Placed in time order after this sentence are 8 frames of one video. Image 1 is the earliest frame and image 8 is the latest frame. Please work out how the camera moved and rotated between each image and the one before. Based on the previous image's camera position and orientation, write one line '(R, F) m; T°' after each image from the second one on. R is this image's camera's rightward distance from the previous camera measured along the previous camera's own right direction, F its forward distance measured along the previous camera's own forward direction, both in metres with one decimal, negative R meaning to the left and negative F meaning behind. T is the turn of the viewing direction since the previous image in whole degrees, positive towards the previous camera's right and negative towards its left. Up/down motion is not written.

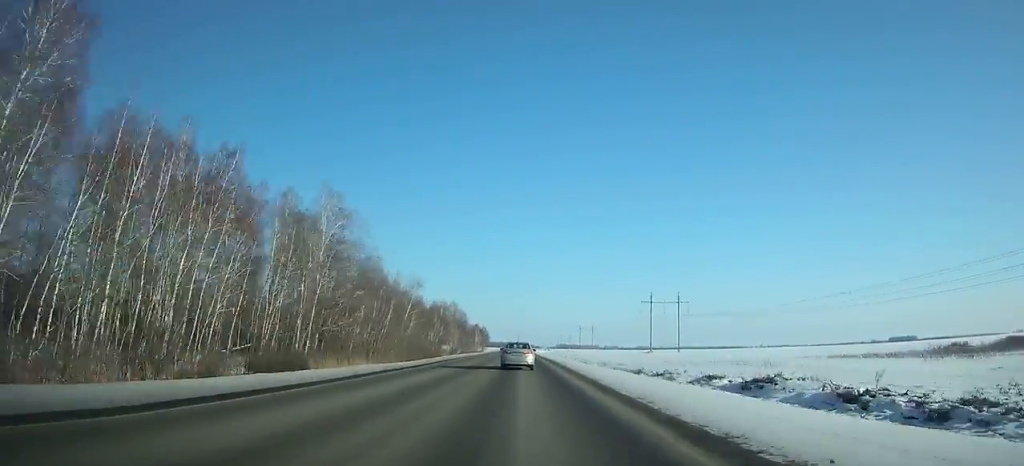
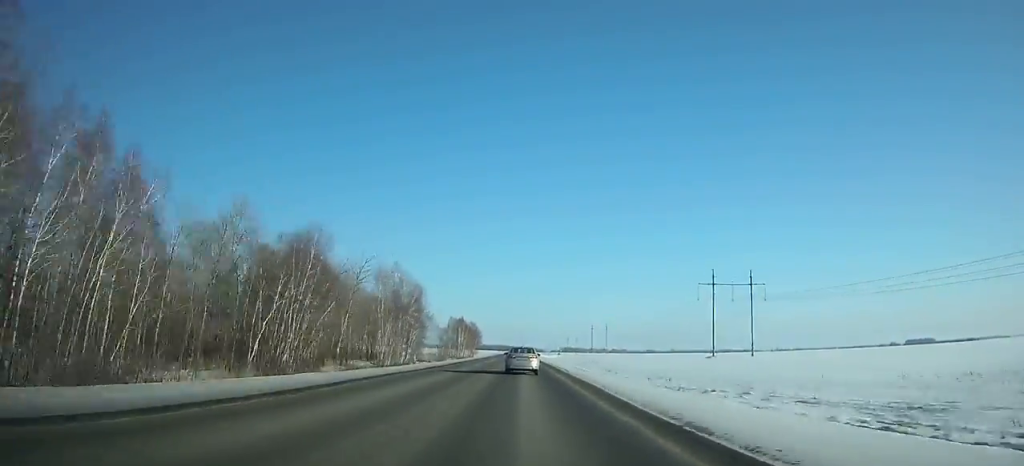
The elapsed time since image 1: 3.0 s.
(-0.4, +84.6) m; 0°
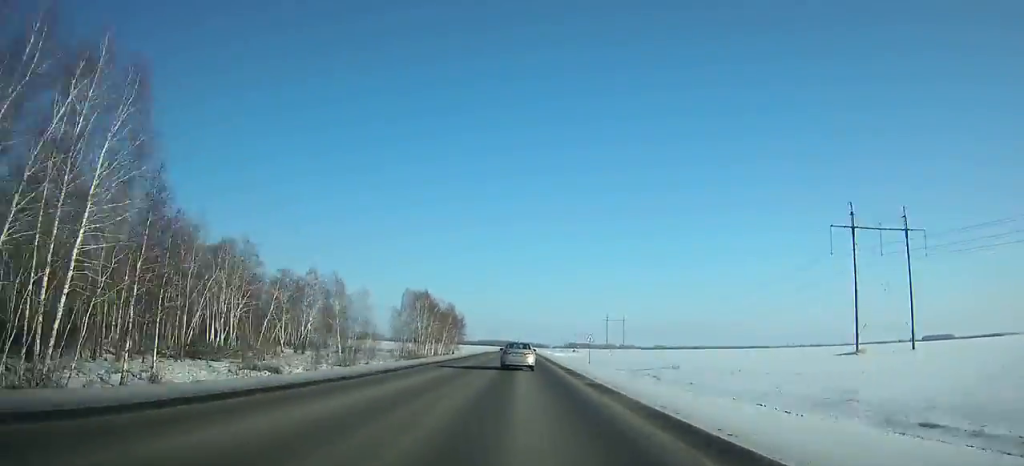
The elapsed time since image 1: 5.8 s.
(-0.2, +79.2) m; 0°
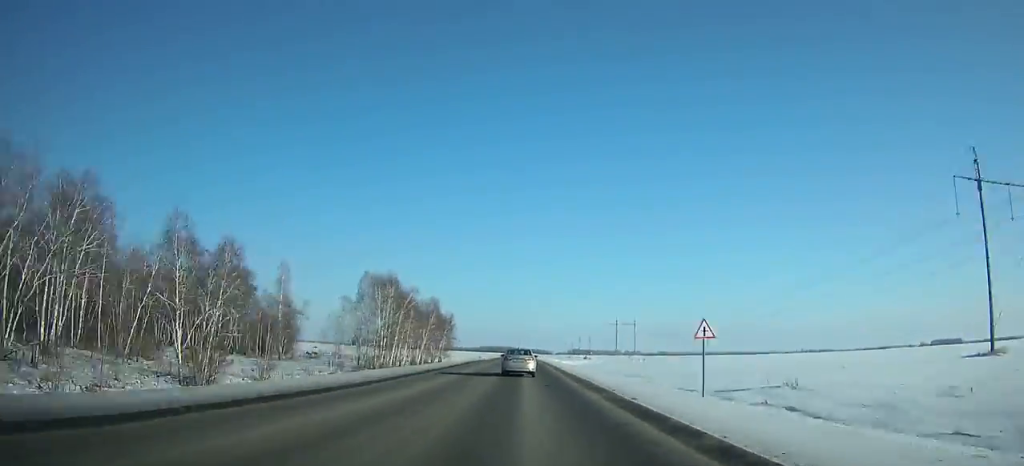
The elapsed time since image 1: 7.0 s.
(0.0, +33.9) m; 0°
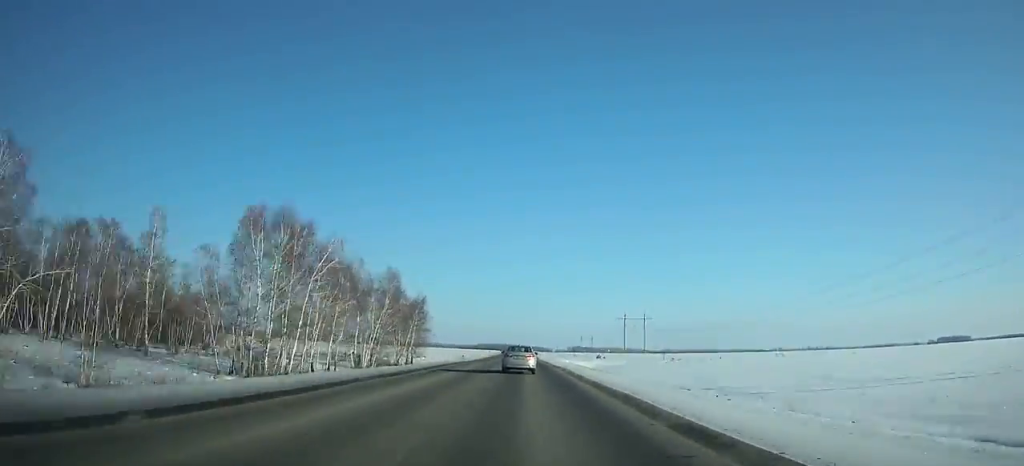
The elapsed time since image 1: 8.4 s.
(+0.1, +39.5) m; 0°
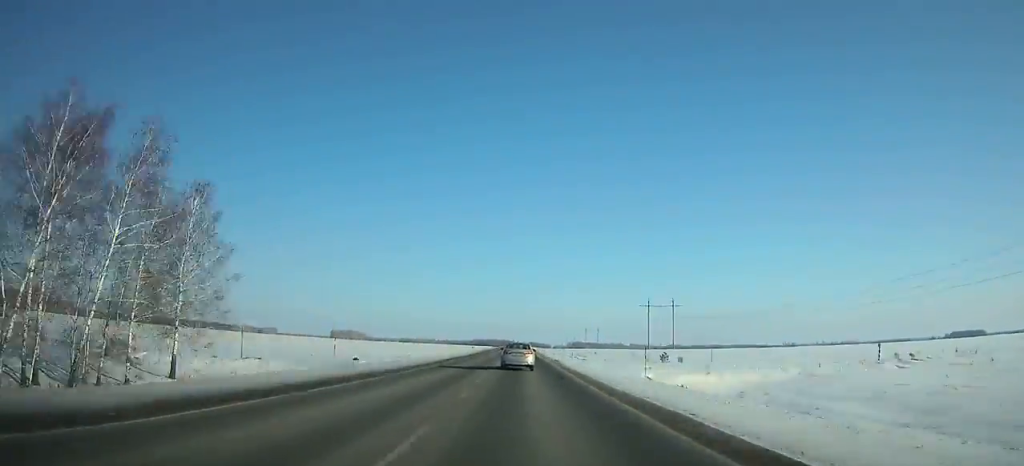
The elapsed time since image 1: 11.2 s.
(+0.2, +78.6) m; 0°
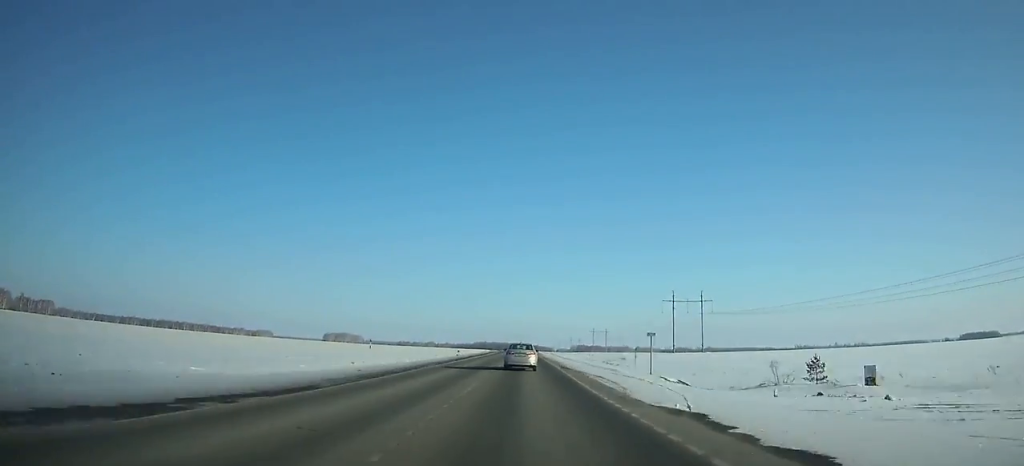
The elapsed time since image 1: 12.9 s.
(+0.1, +47.6) m; 0°
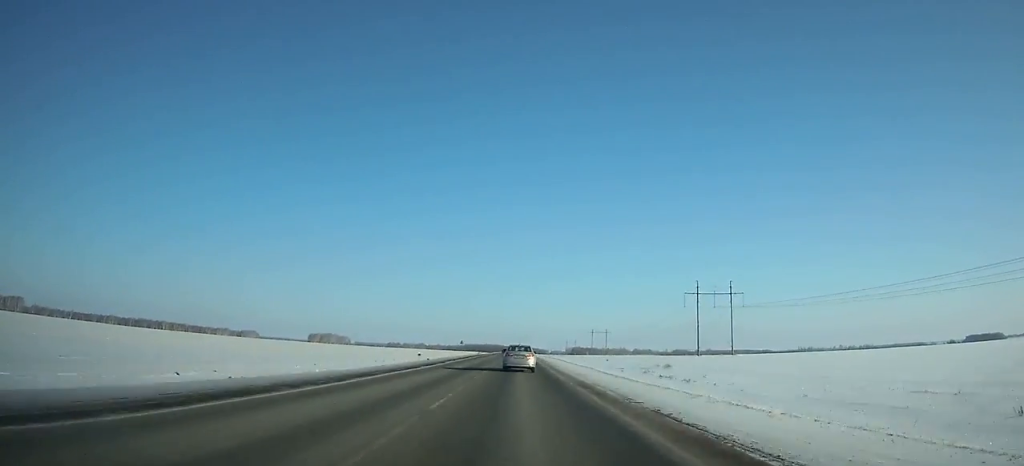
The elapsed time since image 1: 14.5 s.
(+0.2, +44.7) m; 0°
